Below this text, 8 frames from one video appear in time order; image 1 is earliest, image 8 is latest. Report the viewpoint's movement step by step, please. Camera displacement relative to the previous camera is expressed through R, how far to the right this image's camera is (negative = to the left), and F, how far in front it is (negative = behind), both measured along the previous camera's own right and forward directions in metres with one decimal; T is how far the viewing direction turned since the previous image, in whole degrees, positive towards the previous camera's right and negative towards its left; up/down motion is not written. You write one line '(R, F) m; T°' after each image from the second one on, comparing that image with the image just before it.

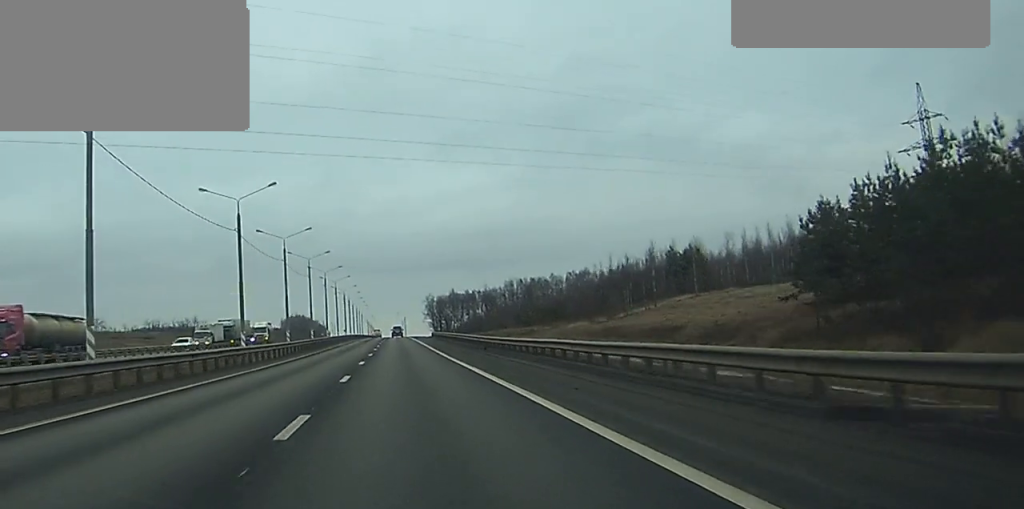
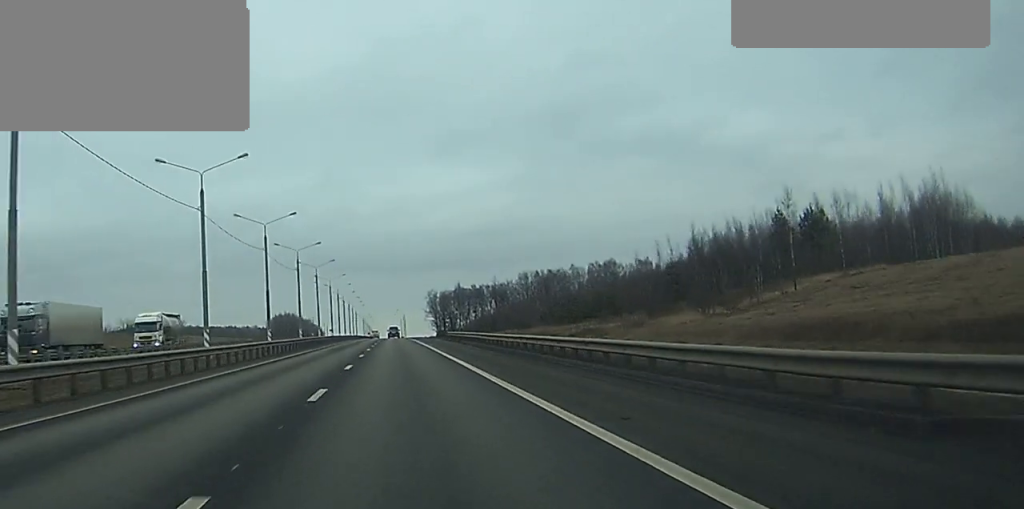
(+0.1, +42.5) m; 0°
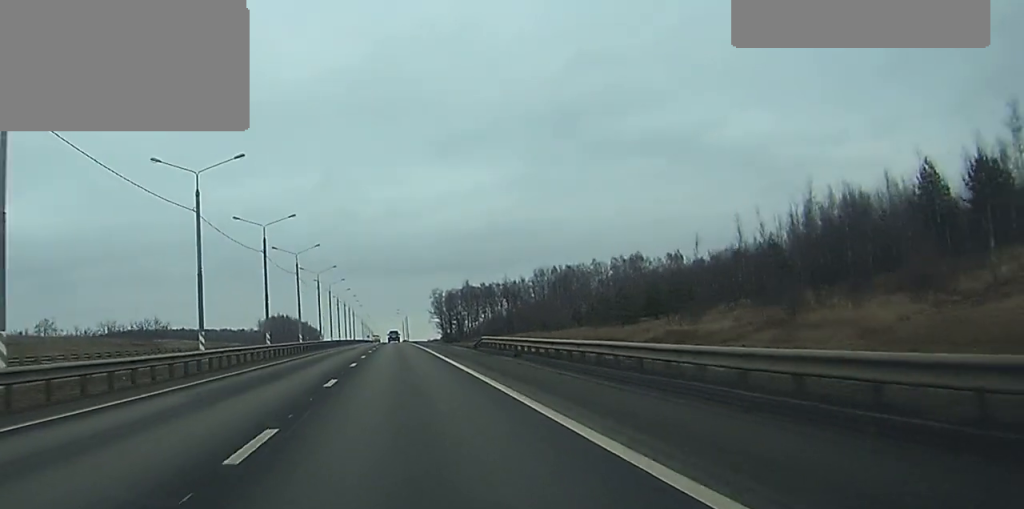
(-0.1, +31.0) m; -1°
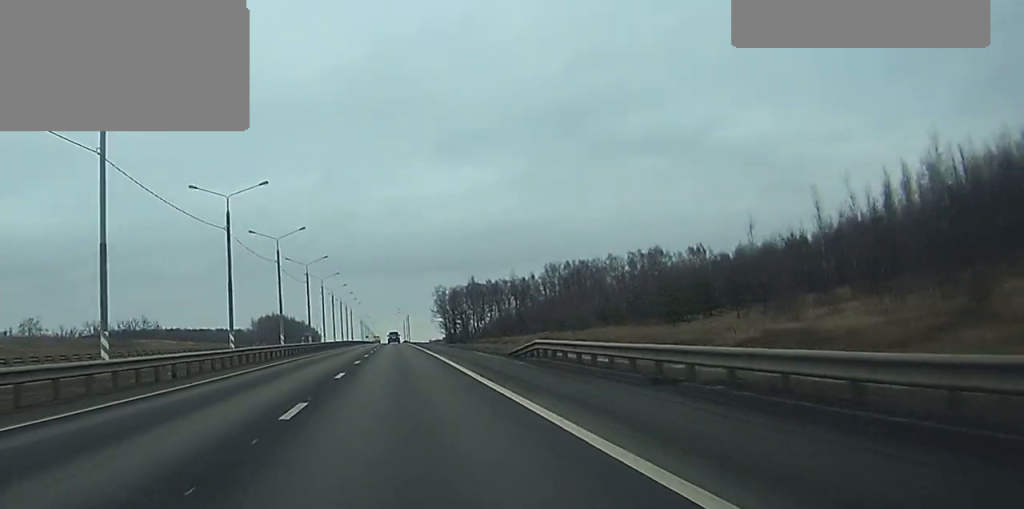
(-0.1, +19.3) m; 0°
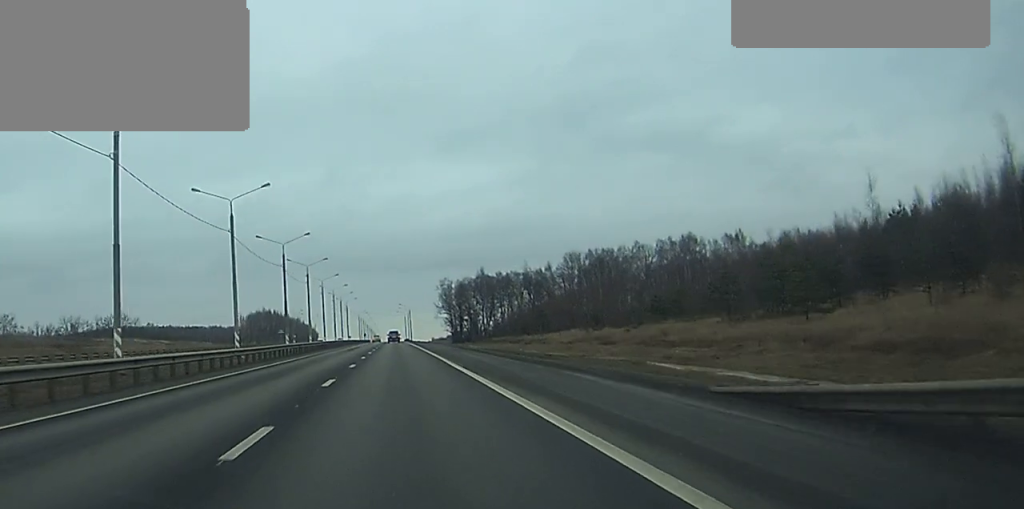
(0.0, +28.0) m; 0°
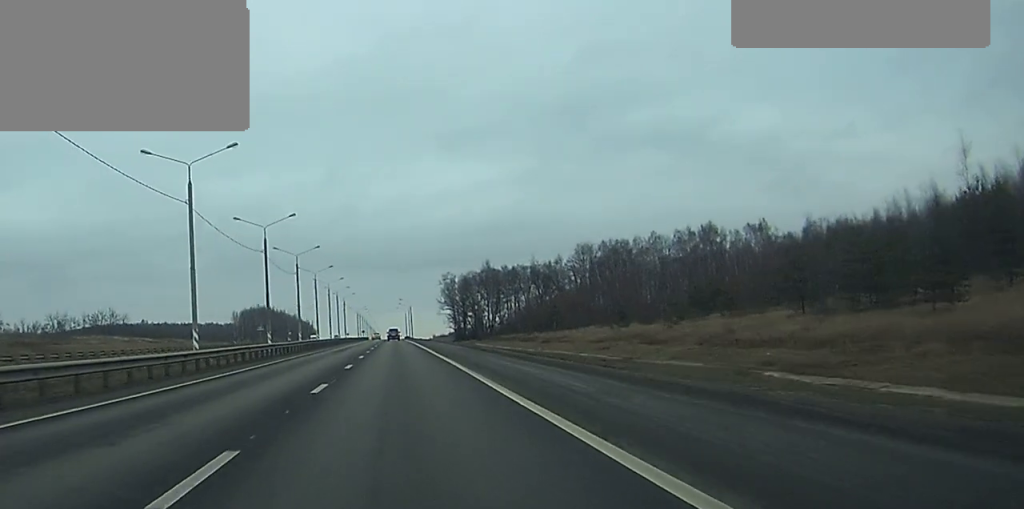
(0.0, +14.4) m; 0°
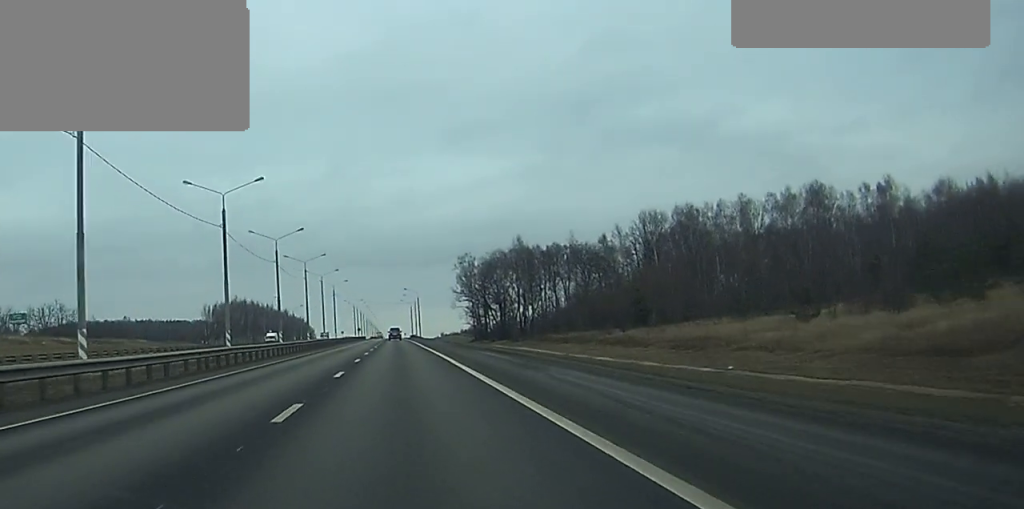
(0.0, +53.1) m; 0°
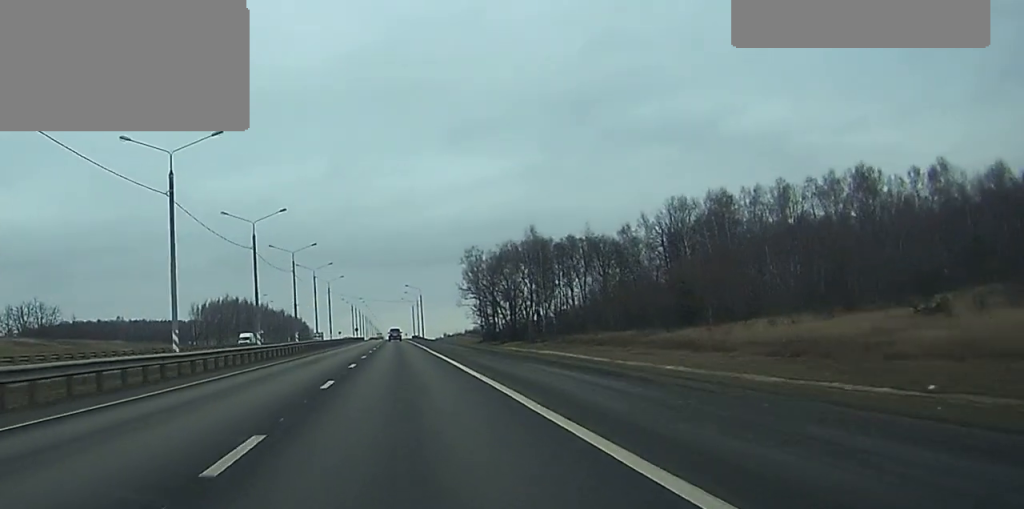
(0.0, +16.5) m; 0°
